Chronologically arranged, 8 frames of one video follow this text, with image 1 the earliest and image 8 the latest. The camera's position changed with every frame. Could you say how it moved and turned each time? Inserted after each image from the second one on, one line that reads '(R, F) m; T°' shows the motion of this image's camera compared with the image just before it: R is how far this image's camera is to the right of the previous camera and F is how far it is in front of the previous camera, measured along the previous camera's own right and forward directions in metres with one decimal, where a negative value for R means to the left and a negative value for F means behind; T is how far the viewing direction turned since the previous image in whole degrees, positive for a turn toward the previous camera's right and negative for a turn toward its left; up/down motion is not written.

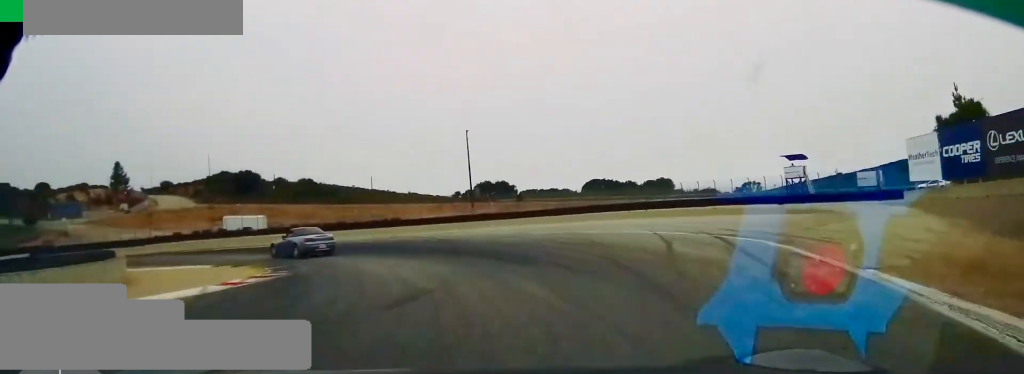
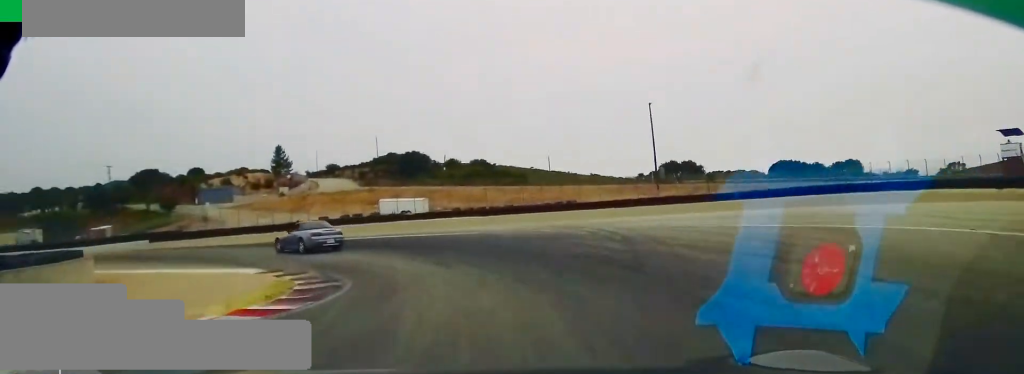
(-2.9, +9.3) m; -22°
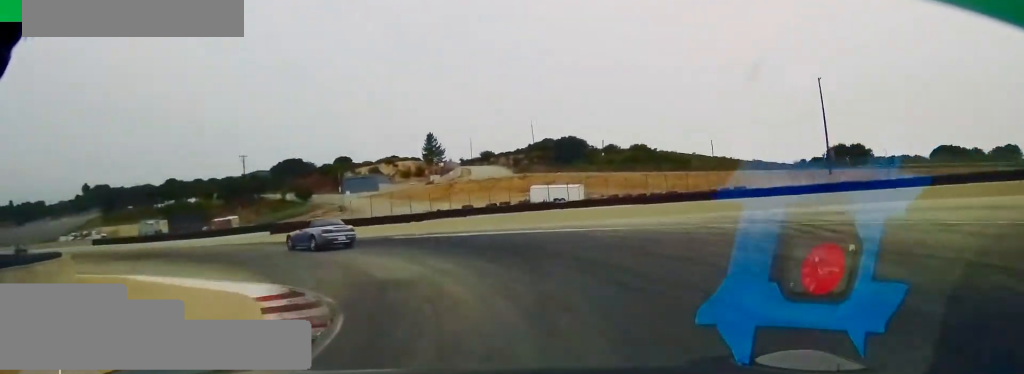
(+0.4, +7.9) m; -18°
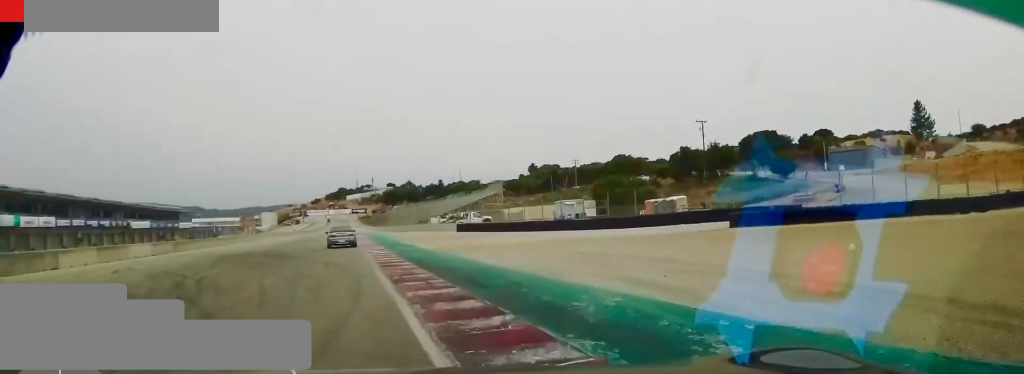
(-21.3, +29.6) m; -53°
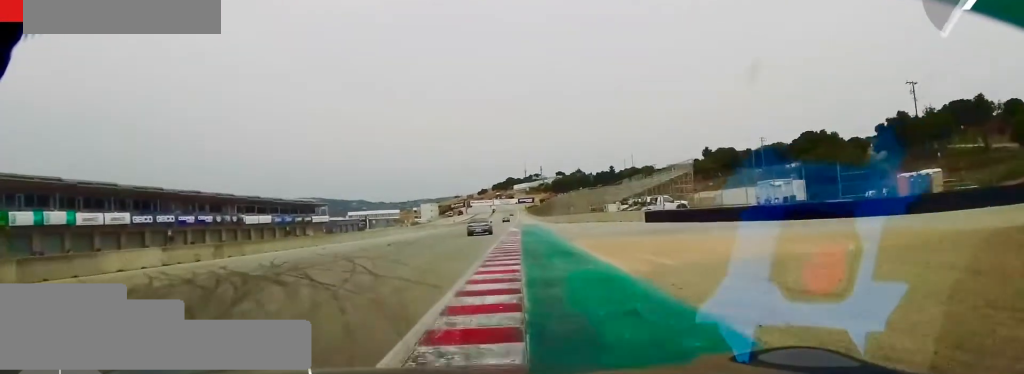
(-1.9, +18.9) m; -9°
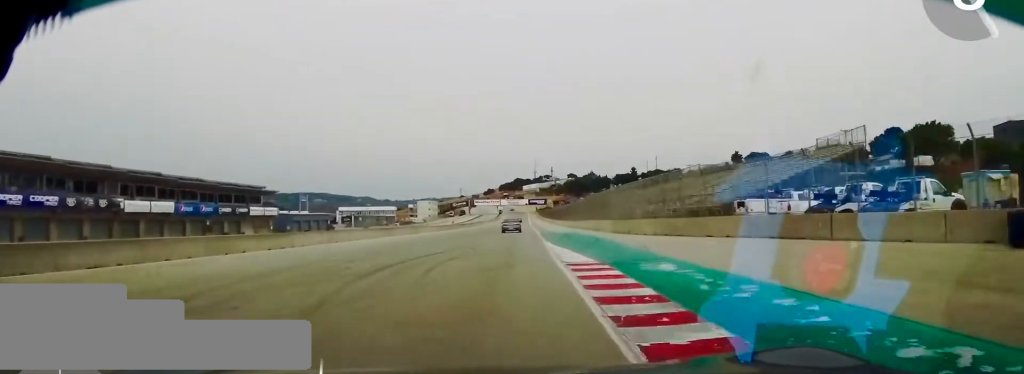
(-0.4, +32.6) m; +2°
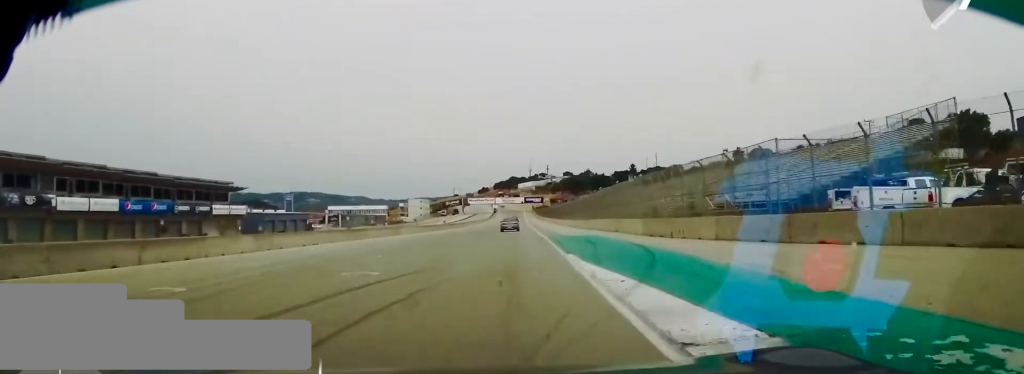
(+0.2, +9.1) m; +2°
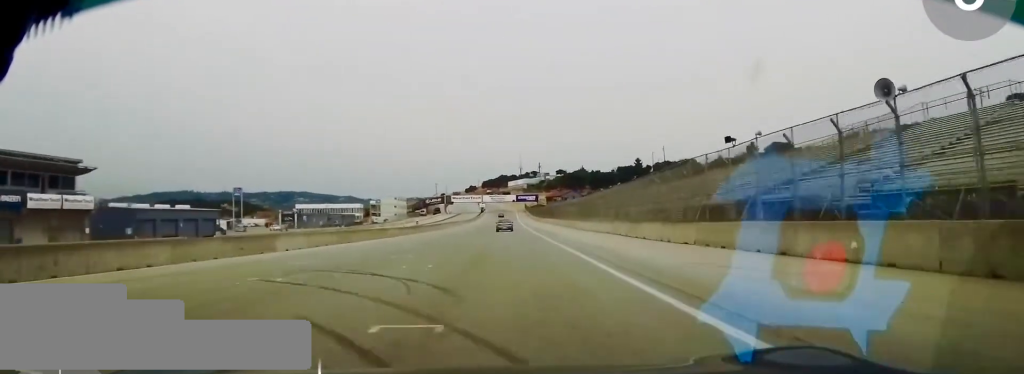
(+1.0, +34.8) m; +4°
